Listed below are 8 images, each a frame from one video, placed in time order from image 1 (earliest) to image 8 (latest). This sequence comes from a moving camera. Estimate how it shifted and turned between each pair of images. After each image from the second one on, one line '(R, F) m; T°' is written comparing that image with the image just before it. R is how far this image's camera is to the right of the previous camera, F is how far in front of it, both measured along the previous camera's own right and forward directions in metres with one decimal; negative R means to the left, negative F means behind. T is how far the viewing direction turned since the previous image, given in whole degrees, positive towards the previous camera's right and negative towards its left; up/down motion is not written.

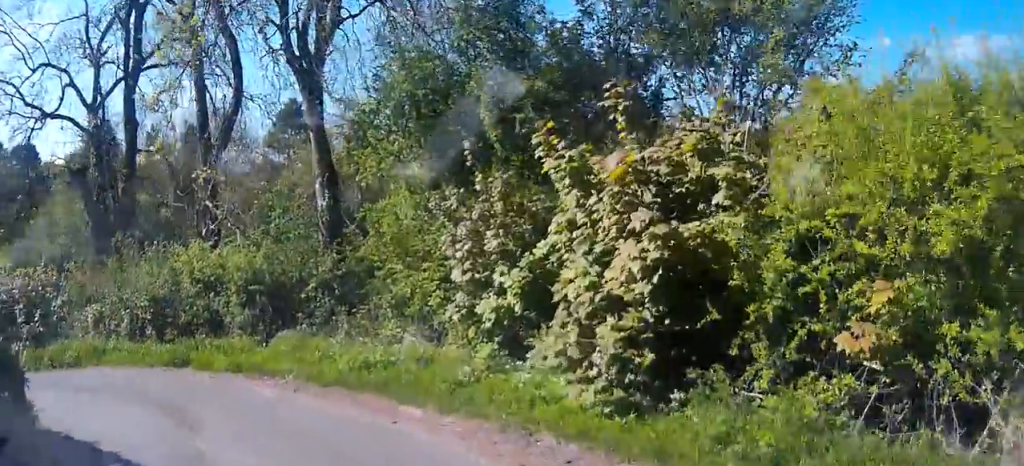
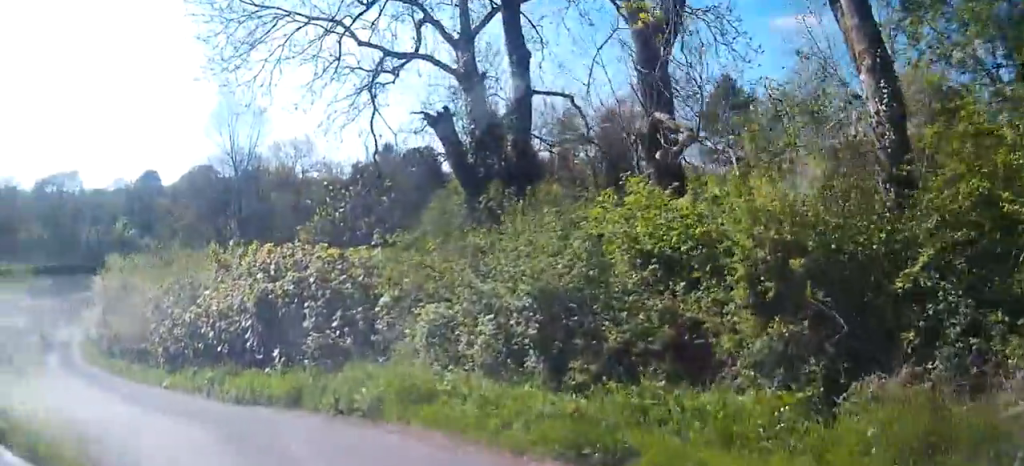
(-1.7, +6.0) m; -41°
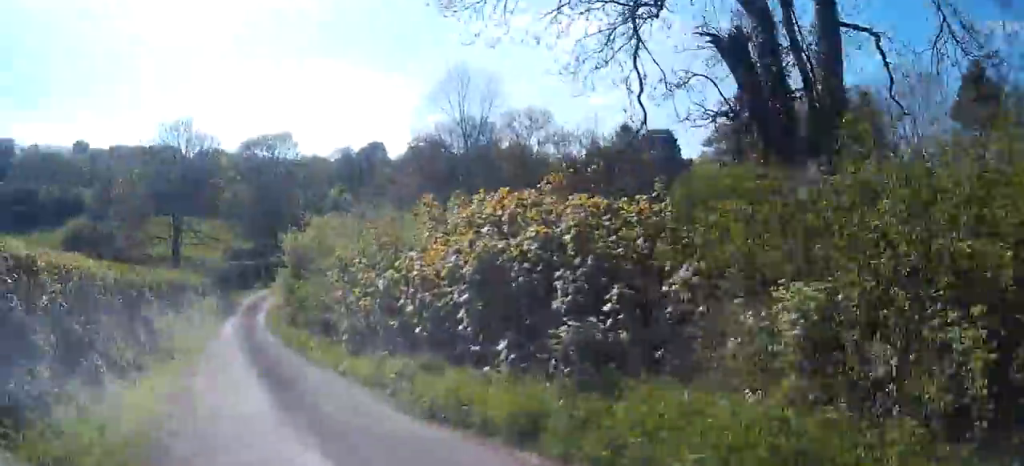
(-0.9, +3.3) m; -15°
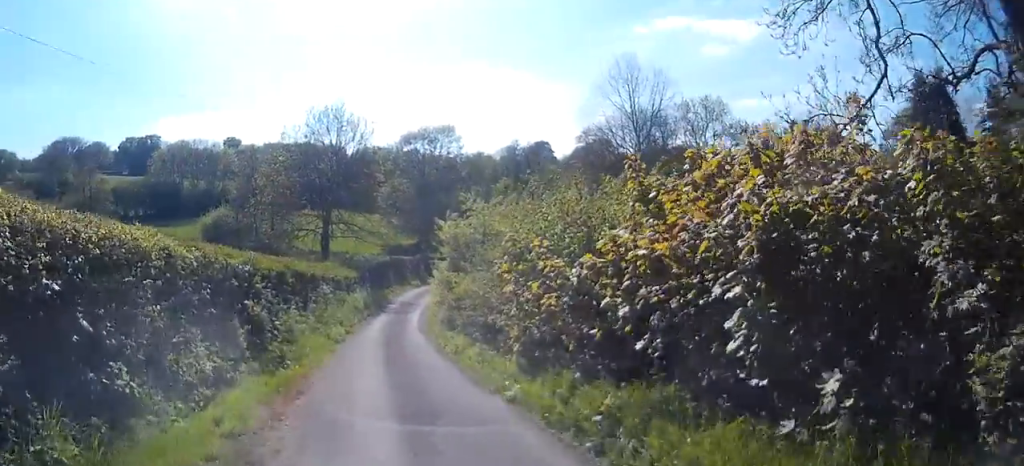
(-0.2, +3.2) m; -9°
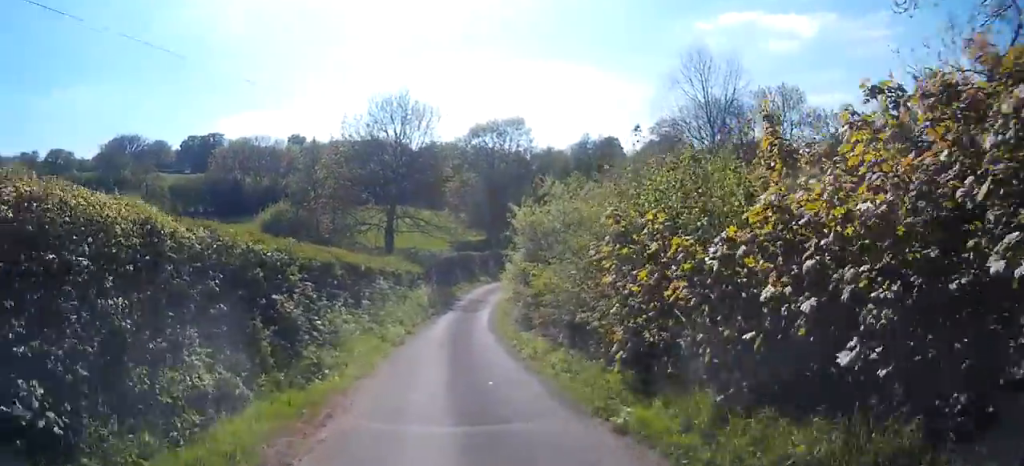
(+0.2, +2.0) m; -5°
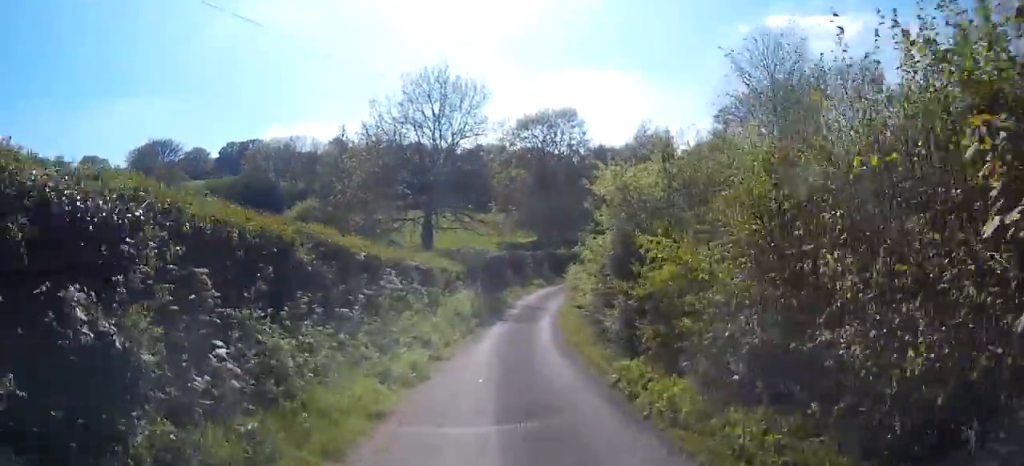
(-0.8, +6.1) m; -7°
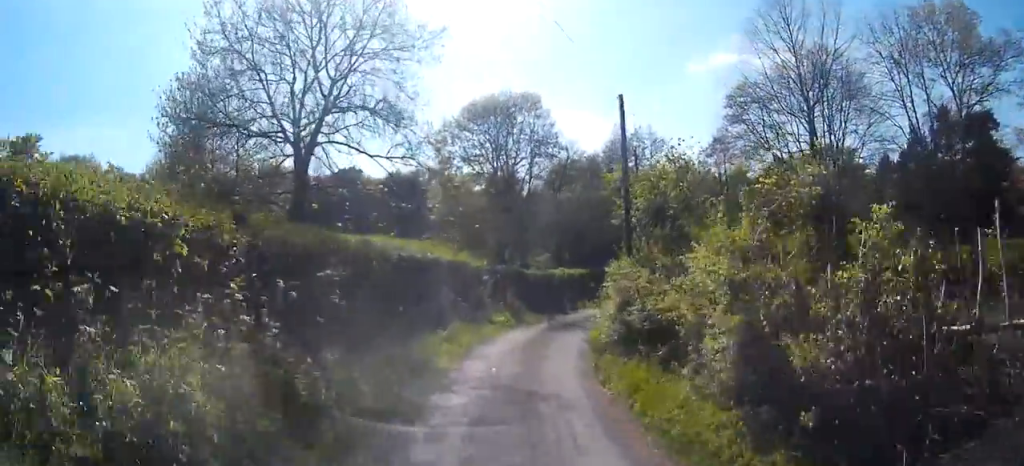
(+0.6, +19.9) m; +4°
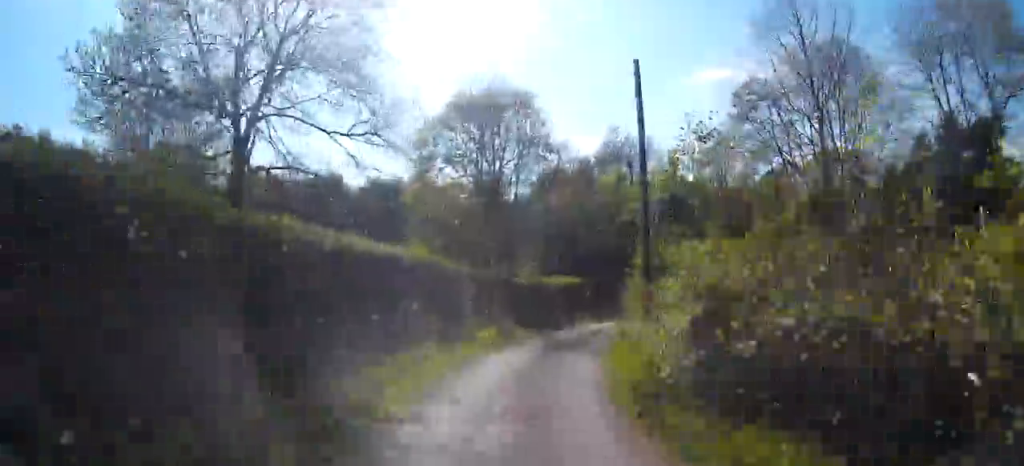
(0.0, +4.8) m; +2°
